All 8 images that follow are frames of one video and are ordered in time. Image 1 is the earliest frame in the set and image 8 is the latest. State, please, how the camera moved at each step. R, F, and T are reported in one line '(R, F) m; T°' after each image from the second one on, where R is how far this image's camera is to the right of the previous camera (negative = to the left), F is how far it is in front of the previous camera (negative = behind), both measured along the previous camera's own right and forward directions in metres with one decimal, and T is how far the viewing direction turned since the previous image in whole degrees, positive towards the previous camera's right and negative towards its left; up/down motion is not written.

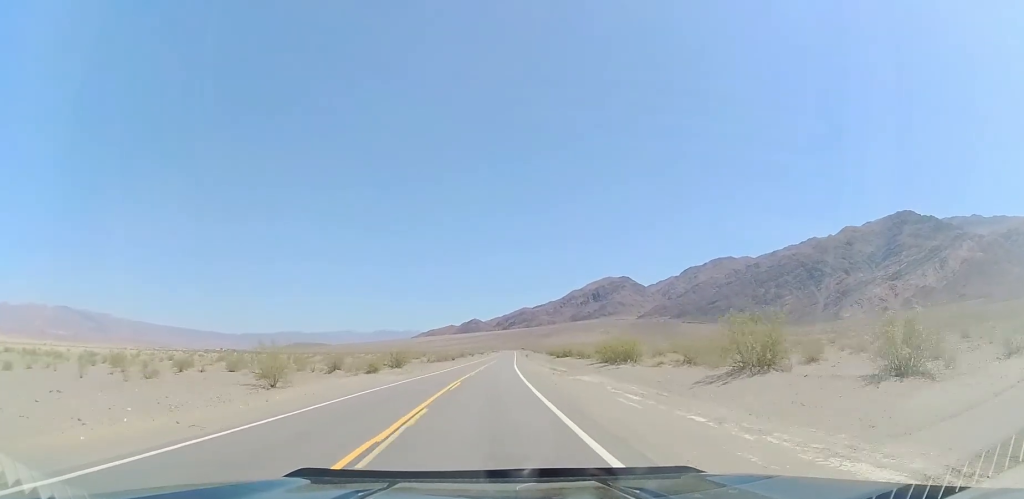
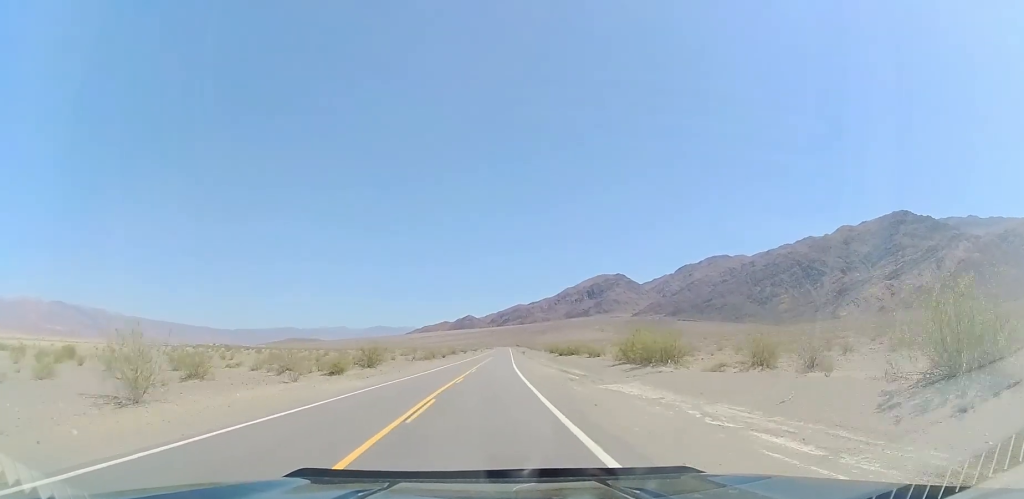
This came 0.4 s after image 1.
(-0.1, +11.9) m; +1°
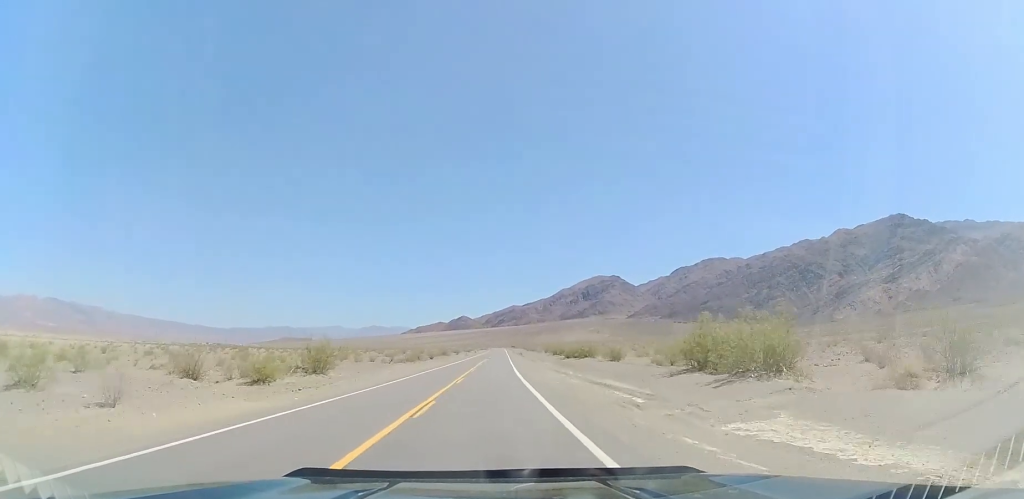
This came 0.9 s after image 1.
(+0.5, +14.9) m; +1°
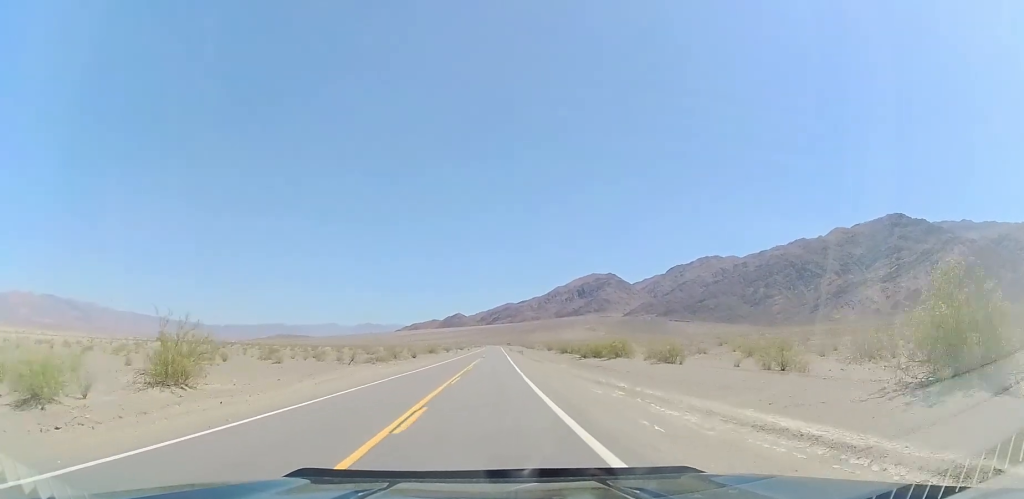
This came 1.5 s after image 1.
(+0.3, +17.9) m; +1°
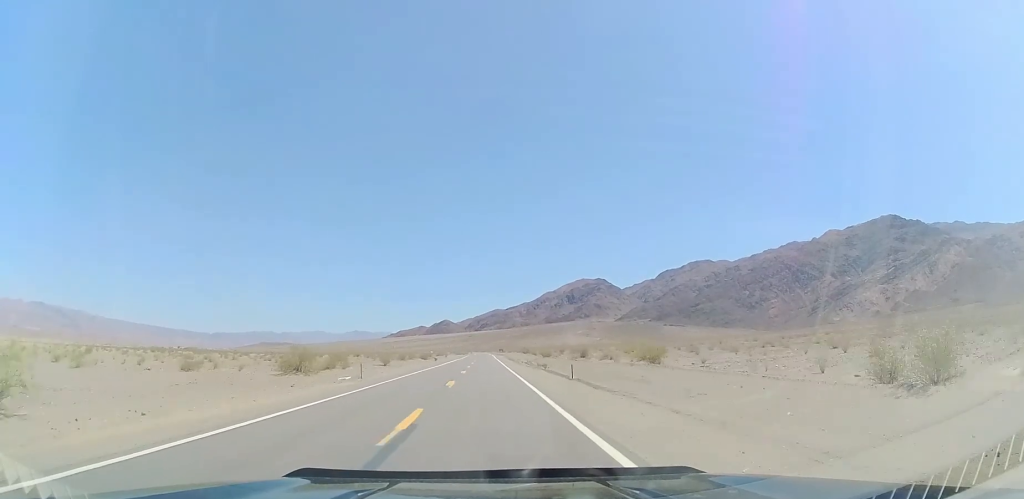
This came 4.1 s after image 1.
(+1.2, +77.4) m; +1°
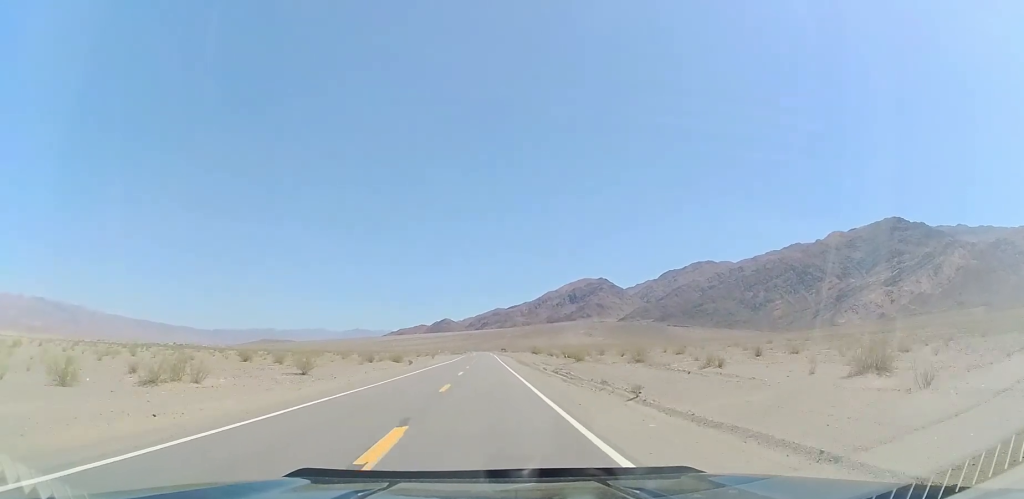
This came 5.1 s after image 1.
(+0.2, +32.4) m; 0°
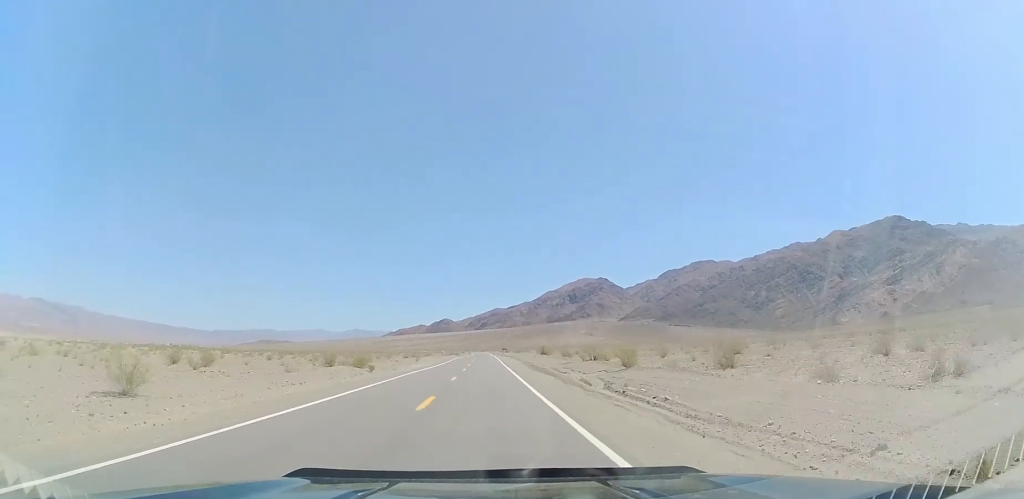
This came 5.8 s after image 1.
(0.0, +21.3) m; 0°
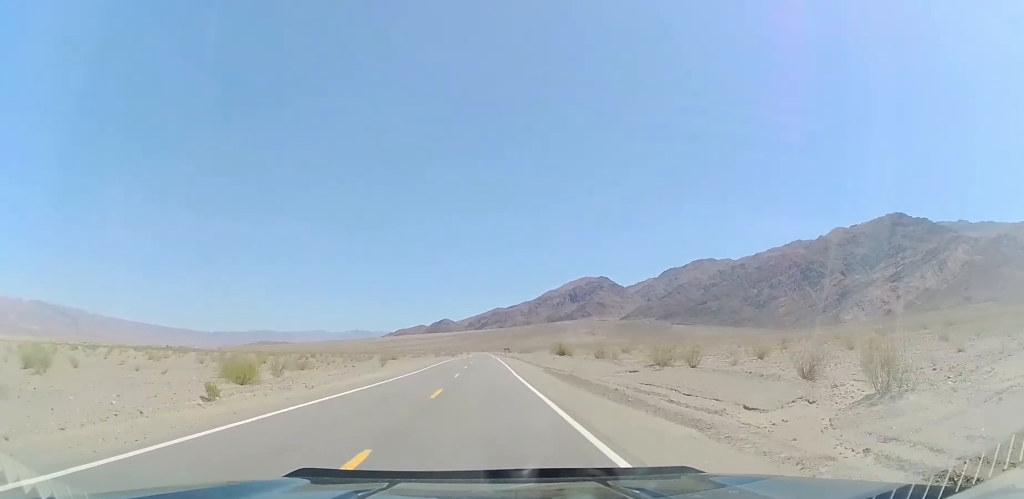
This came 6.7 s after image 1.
(-0.1, +25.3) m; -1°
